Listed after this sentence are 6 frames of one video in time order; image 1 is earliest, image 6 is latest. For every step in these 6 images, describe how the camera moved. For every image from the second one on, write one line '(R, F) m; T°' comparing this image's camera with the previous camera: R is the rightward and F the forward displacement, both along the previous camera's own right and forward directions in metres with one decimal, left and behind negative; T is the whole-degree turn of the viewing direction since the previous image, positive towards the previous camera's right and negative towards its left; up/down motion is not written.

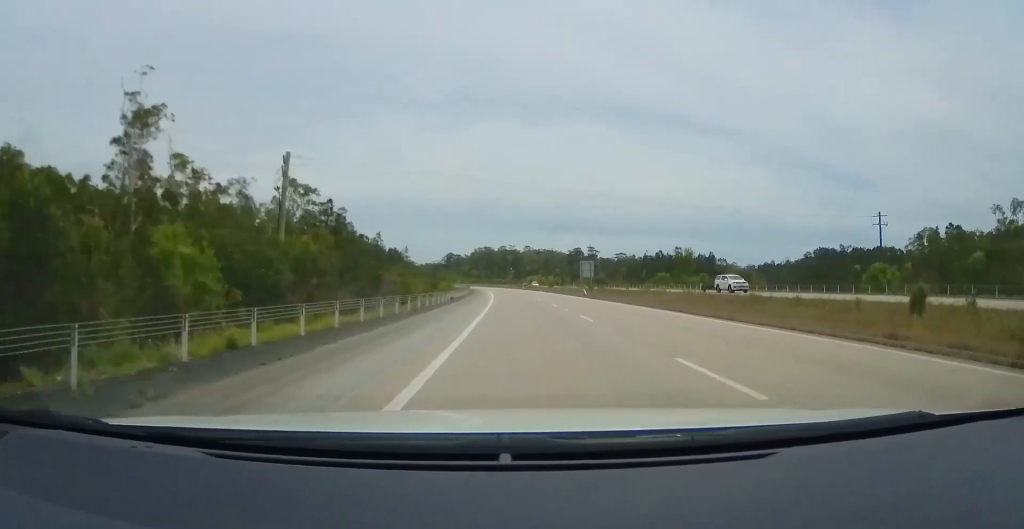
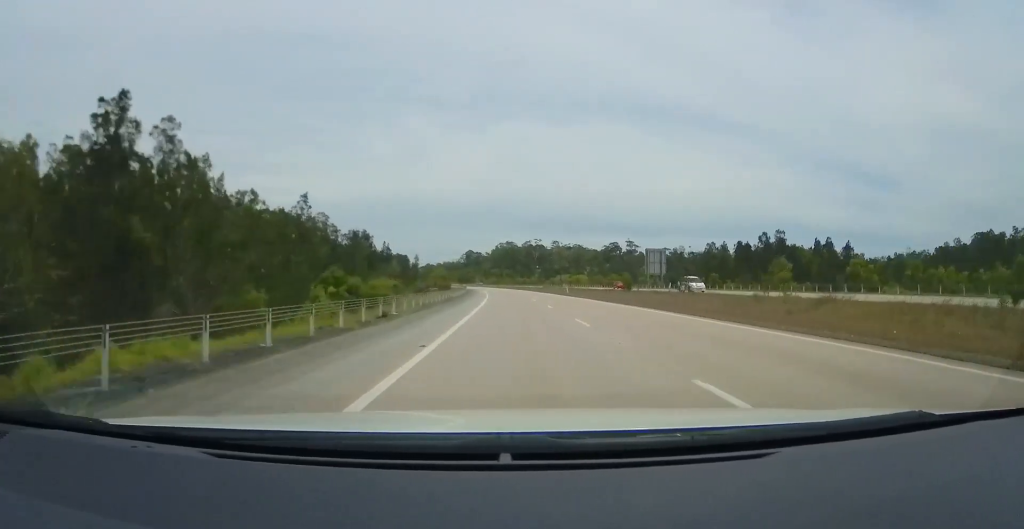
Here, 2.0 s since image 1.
(-0.4, +62.0) m; -1°
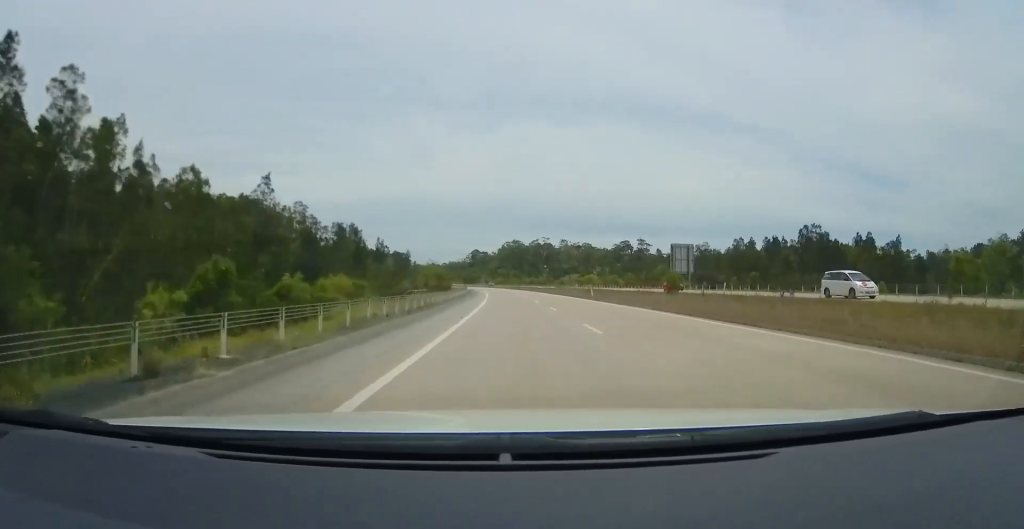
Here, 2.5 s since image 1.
(-0.3, +14.6) m; -1°
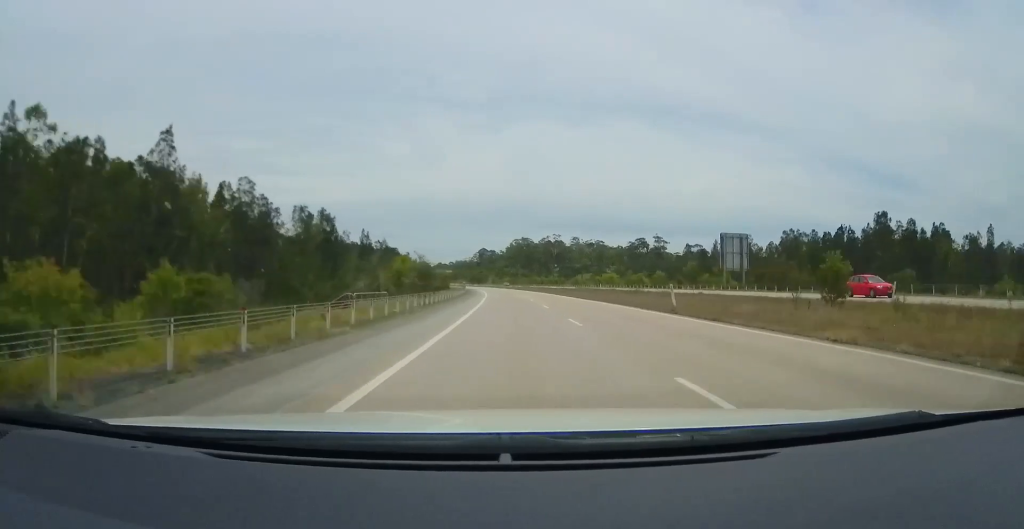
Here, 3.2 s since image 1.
(-0.4, +20.6) m; -1°
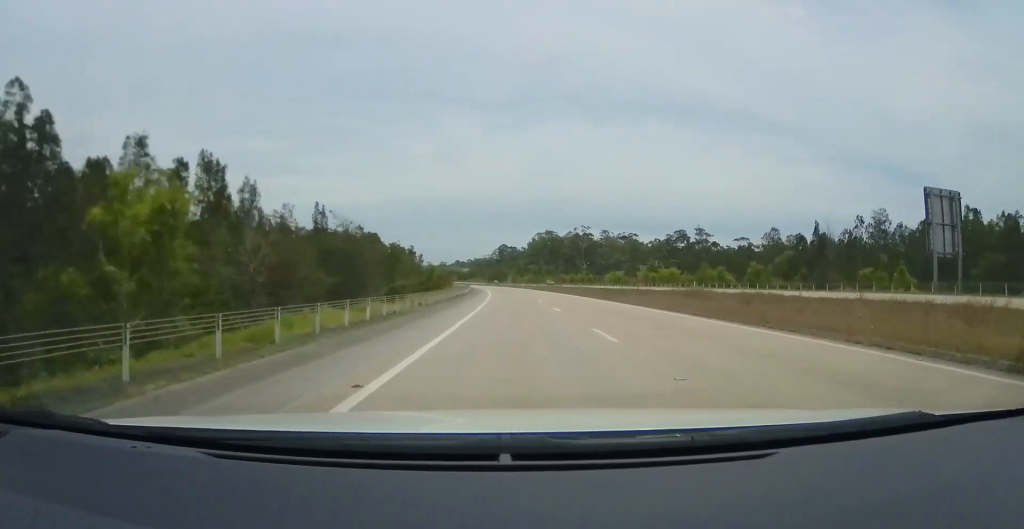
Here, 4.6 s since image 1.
(-0.7, +41.2) m; -2°
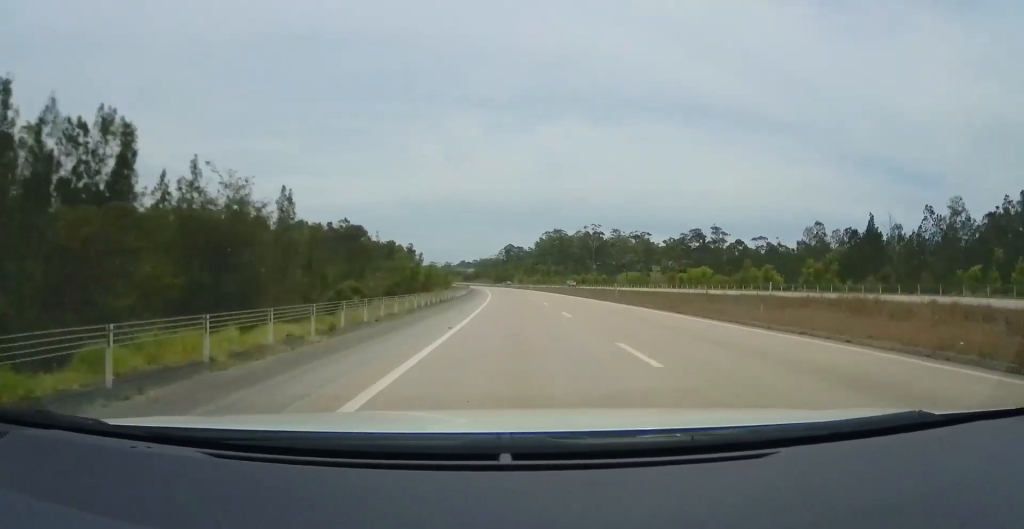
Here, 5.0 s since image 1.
(-0.3, +14.5) m; -1°
